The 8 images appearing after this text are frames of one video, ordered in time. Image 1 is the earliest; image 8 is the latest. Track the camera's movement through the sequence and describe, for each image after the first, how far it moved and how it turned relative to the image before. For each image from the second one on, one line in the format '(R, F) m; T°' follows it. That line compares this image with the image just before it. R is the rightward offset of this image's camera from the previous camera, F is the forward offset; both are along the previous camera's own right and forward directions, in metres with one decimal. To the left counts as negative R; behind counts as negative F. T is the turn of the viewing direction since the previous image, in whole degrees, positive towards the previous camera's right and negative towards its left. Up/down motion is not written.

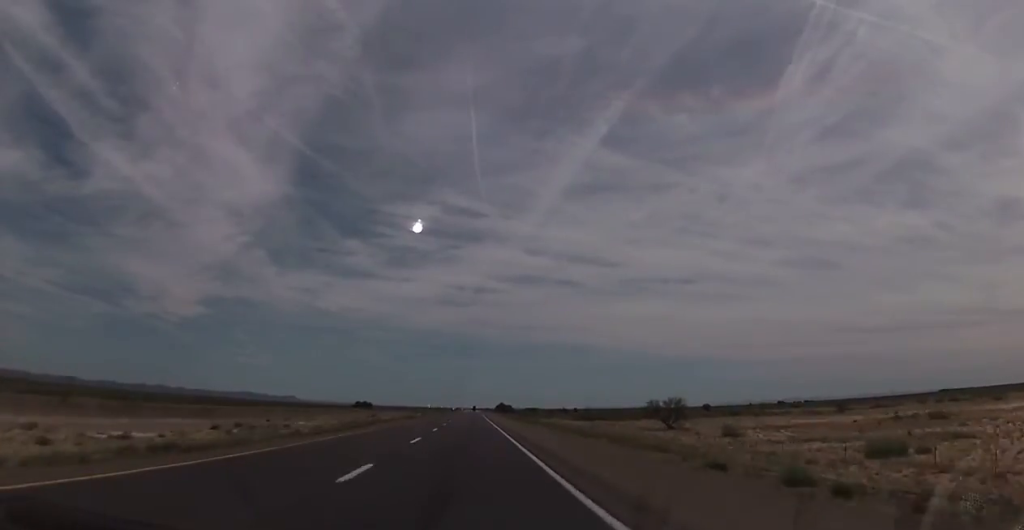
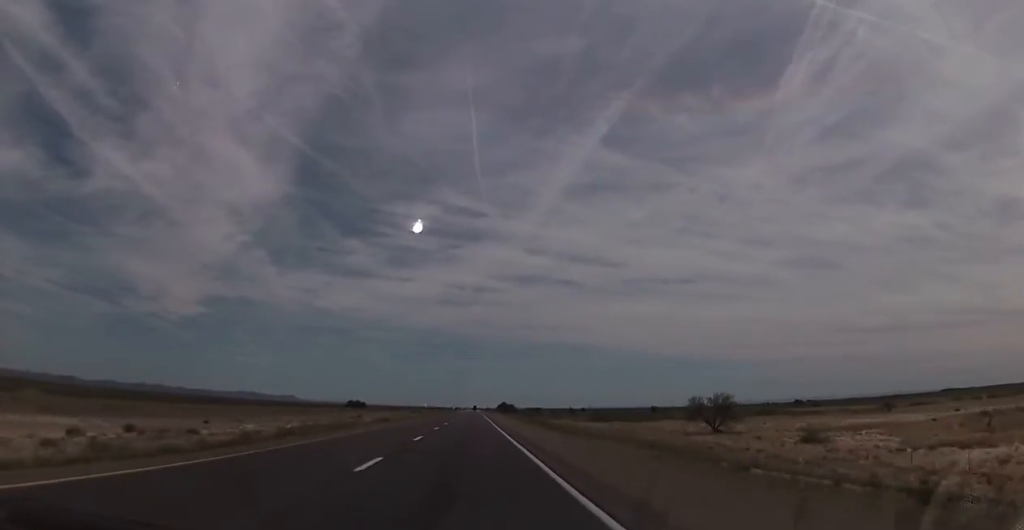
(-0.1, +22.9) m; 0°
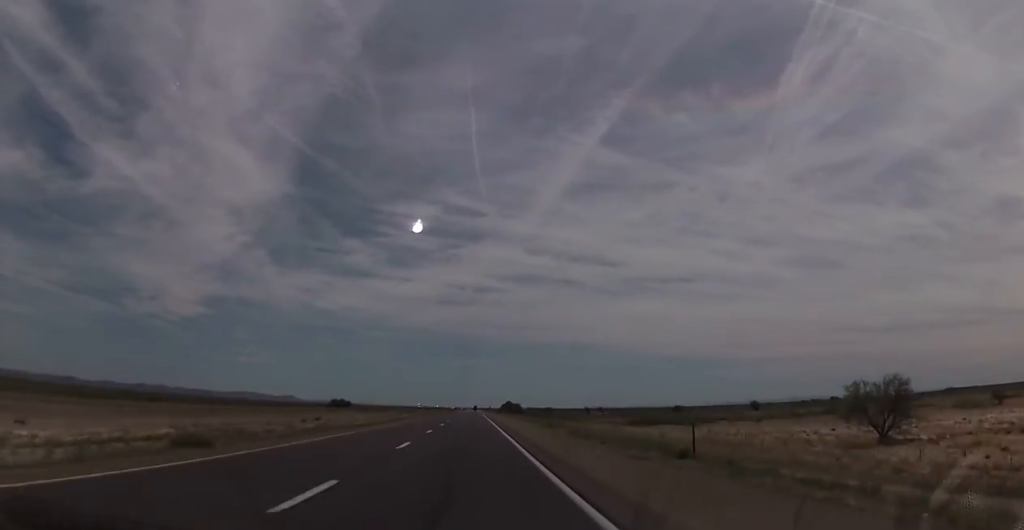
(+0.3, +42.1) m; 0°
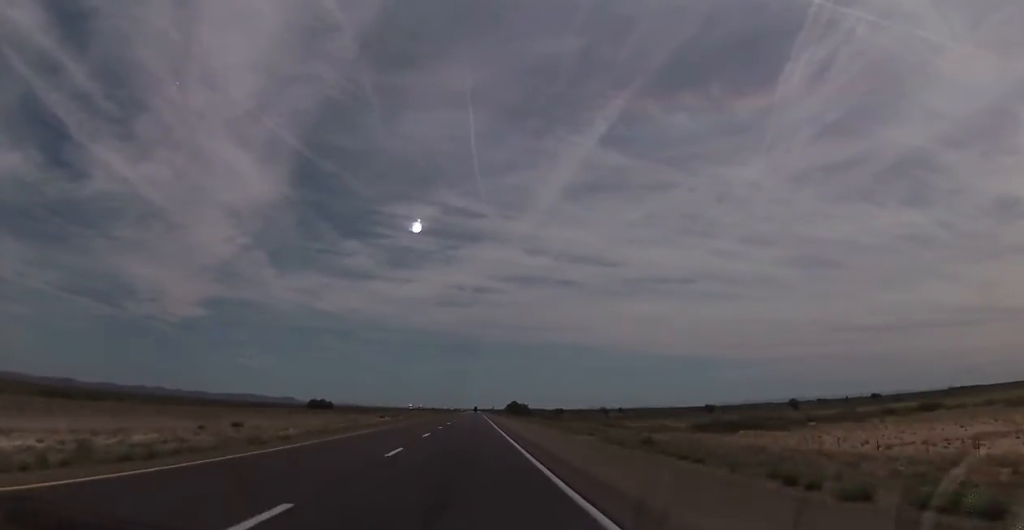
(-0.4, +39.6) m; 0°
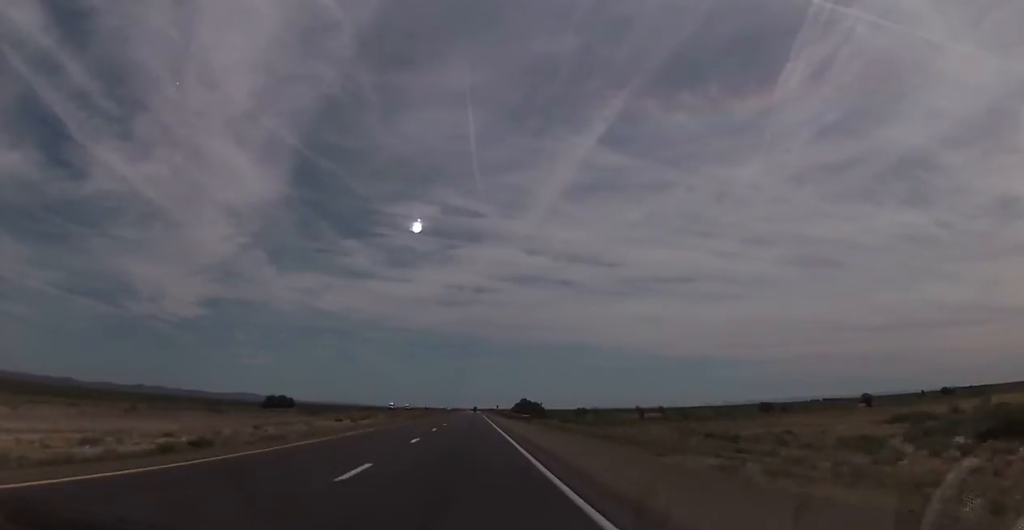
(+0.6, +55.2) m; 0°
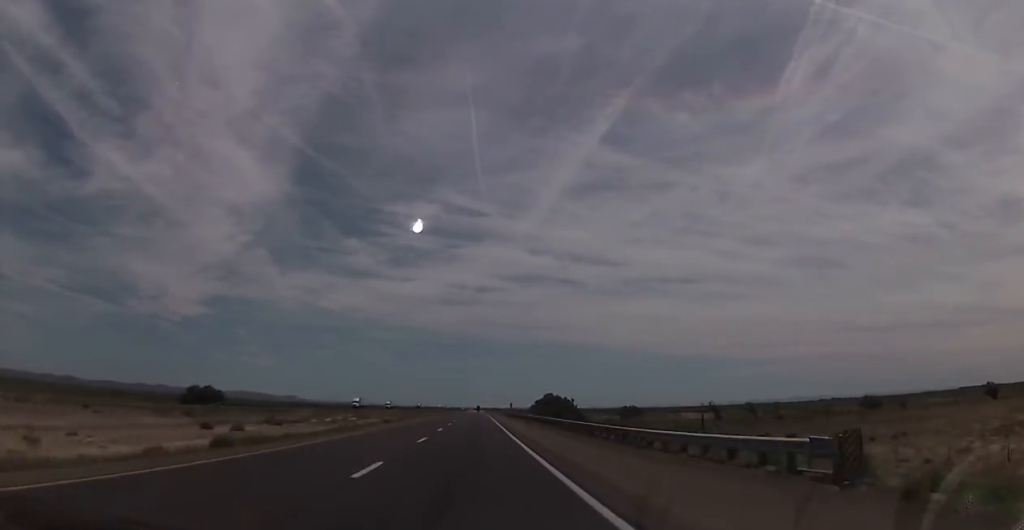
(-0.9, +61.2) m; -1°
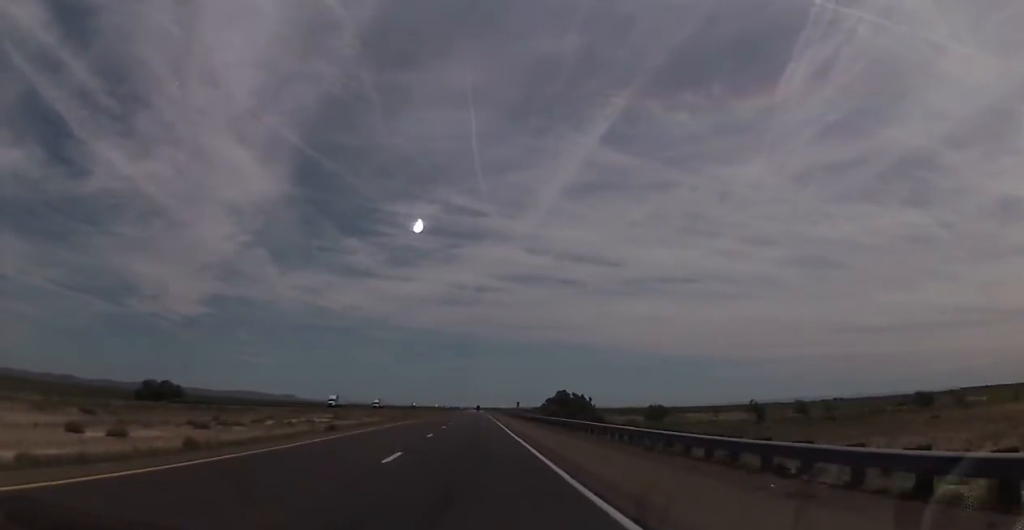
(0.0, +21.5) m; 0°
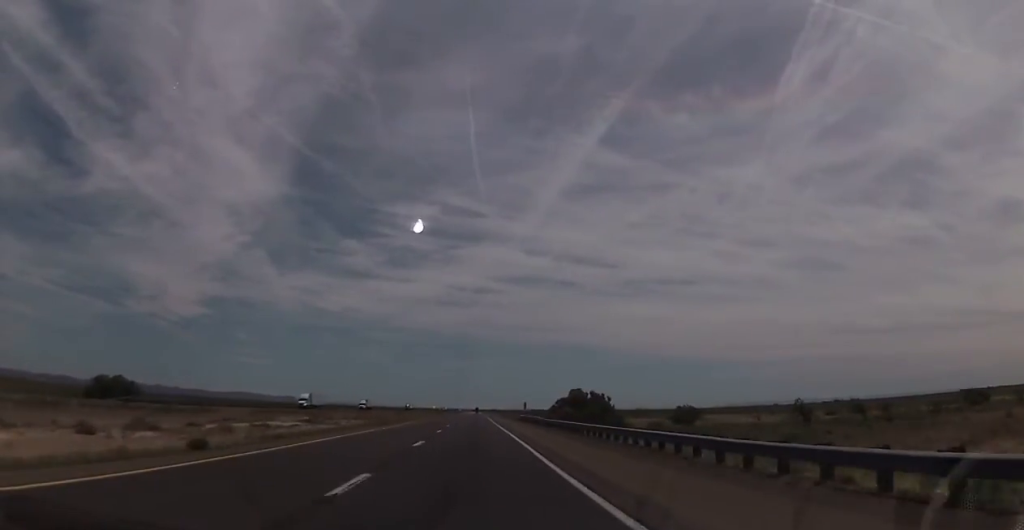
(-0.1, +17.9) m; 0°
